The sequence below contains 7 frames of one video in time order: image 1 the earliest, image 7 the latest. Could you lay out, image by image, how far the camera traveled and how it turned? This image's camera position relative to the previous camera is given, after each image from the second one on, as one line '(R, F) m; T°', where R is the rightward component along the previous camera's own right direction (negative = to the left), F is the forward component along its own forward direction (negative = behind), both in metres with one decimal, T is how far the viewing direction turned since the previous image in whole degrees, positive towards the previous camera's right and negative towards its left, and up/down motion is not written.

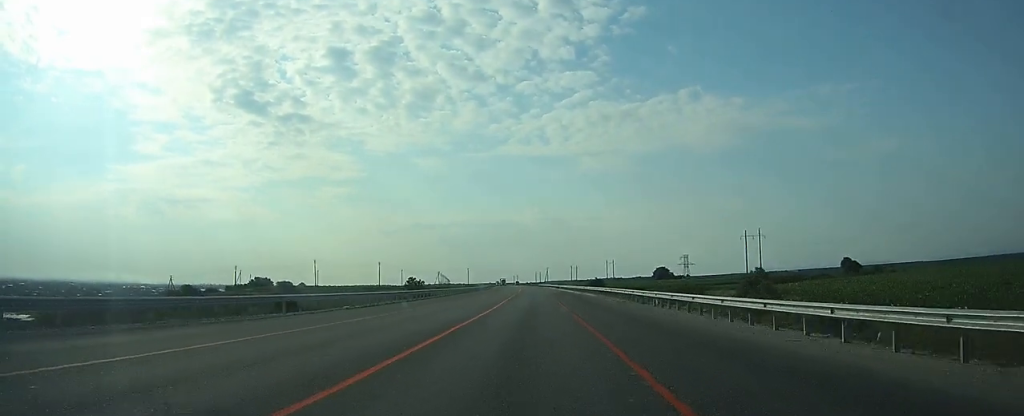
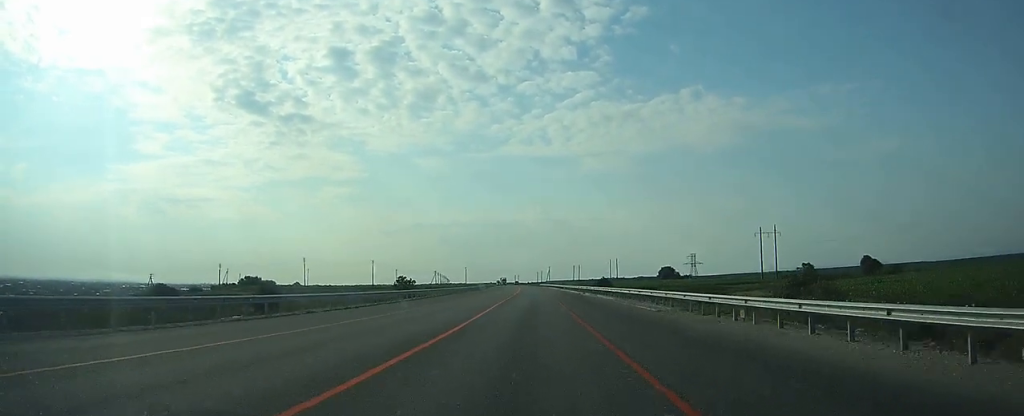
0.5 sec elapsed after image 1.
(-0.1, +14.1) m; 0°
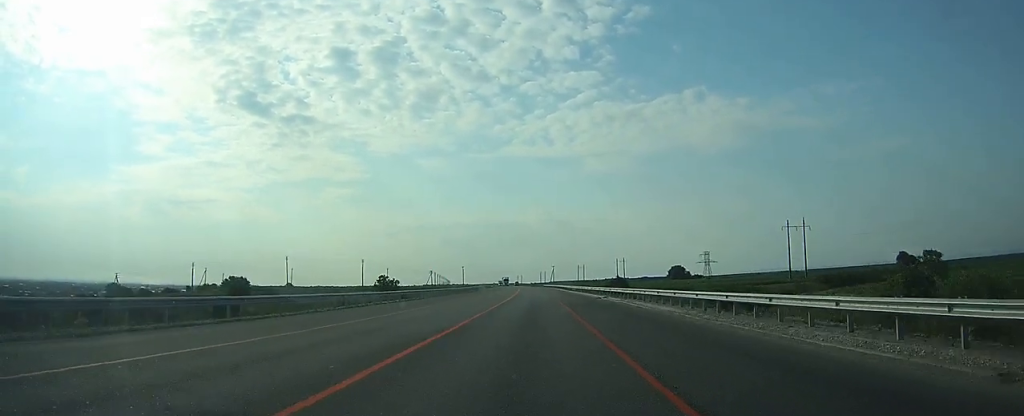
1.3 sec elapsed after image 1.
(-0.1, +21.7) m; 0°
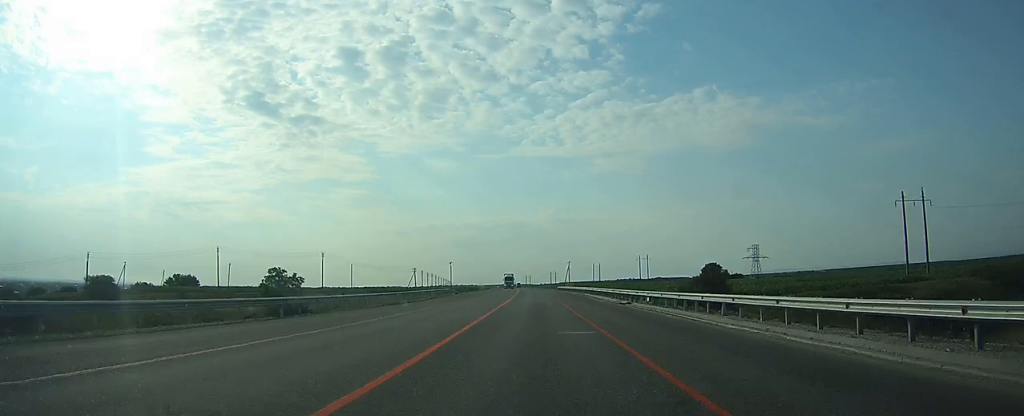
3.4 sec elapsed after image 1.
(-0.7, +60.4) m; -1°
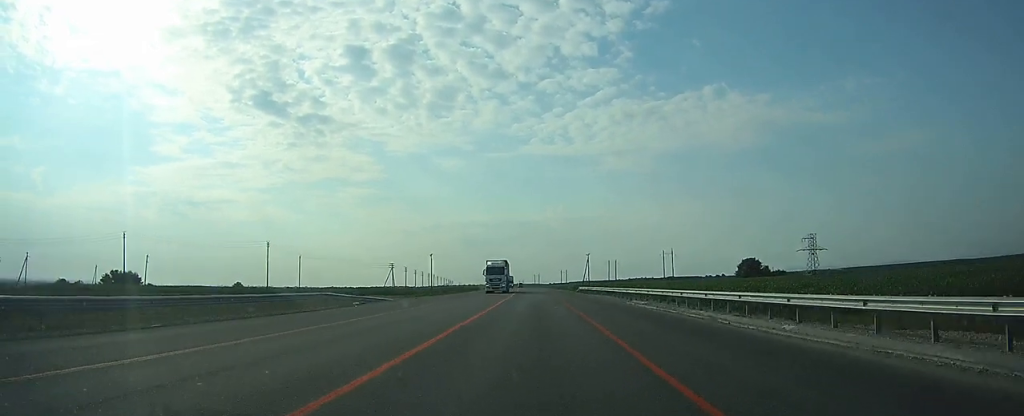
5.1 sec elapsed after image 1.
(-0.3, +48.9) m; -1°
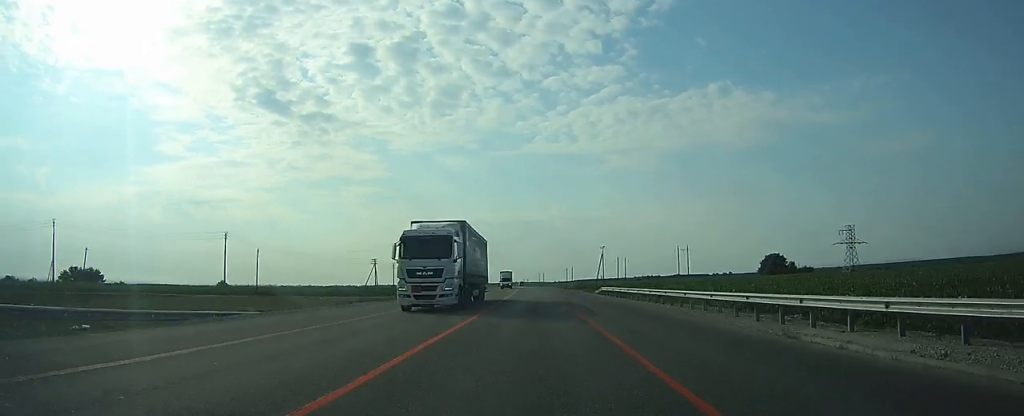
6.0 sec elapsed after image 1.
(-0.1, +25.2) m; 0°
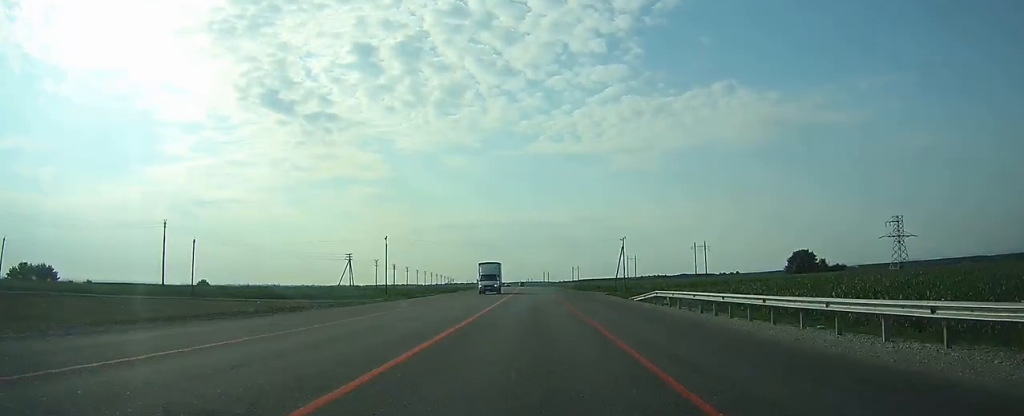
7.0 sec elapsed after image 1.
(-0.1, +25.9) m; -1°
